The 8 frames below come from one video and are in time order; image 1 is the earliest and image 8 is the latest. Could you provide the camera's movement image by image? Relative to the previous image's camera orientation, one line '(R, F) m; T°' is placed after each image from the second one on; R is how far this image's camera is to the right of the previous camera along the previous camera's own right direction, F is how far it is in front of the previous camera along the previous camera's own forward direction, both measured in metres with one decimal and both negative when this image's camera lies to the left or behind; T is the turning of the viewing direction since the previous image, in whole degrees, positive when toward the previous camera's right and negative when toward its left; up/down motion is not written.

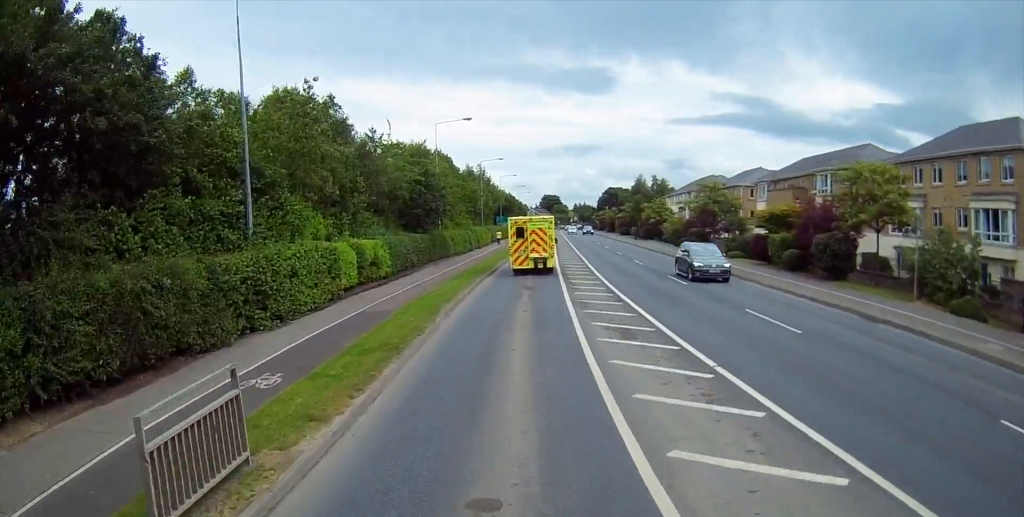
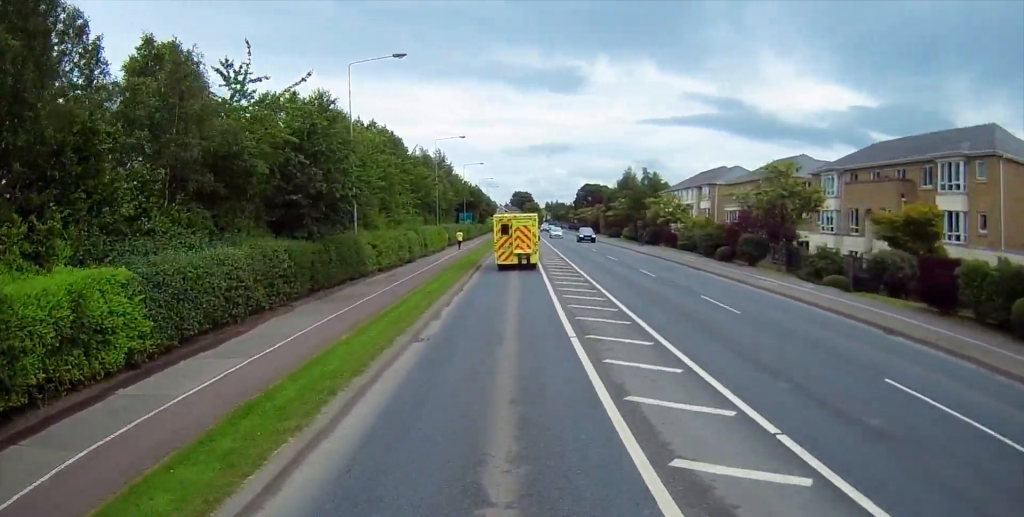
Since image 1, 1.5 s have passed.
(+1.3, +21.6) m; +7°
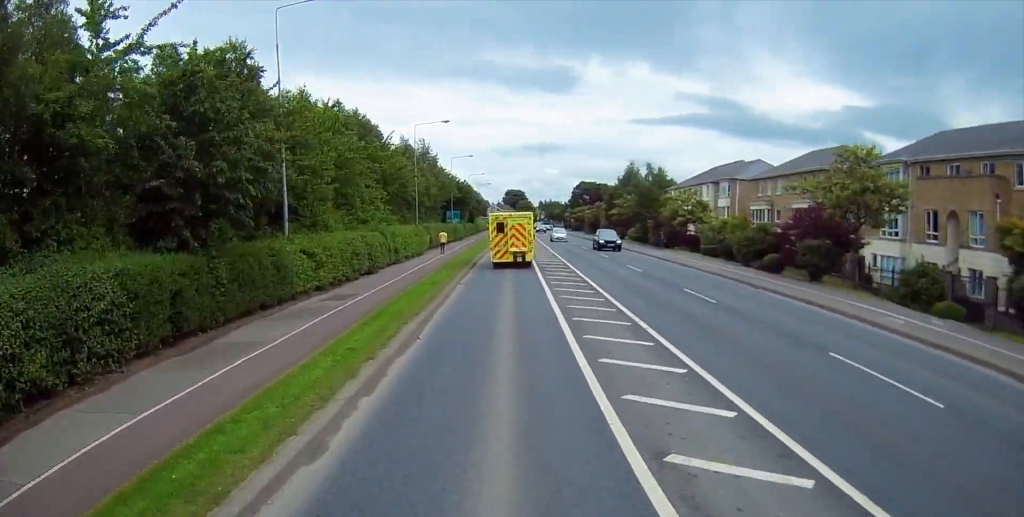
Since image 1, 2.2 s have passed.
(+0.3, +10.2) m; +2°
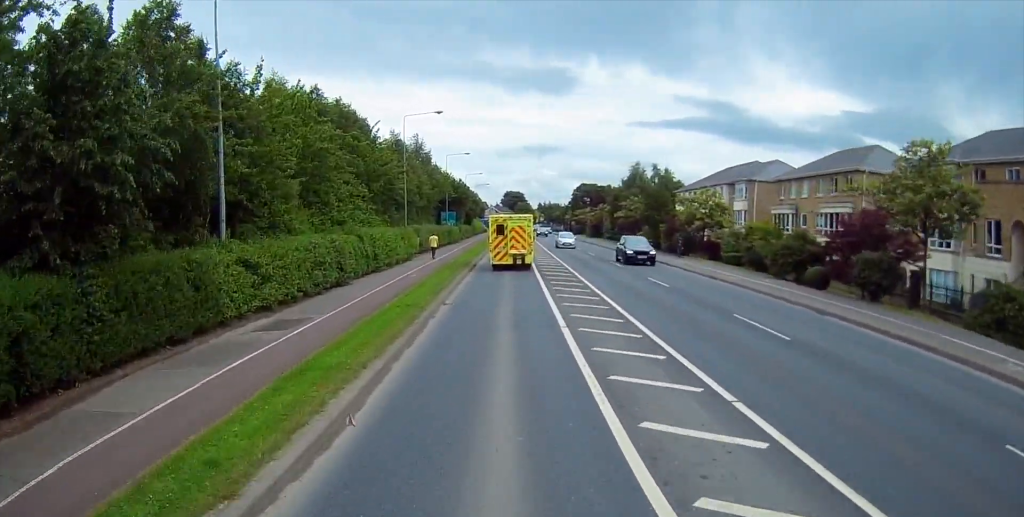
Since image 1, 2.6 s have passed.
(0.0, +5.9) m; 0°
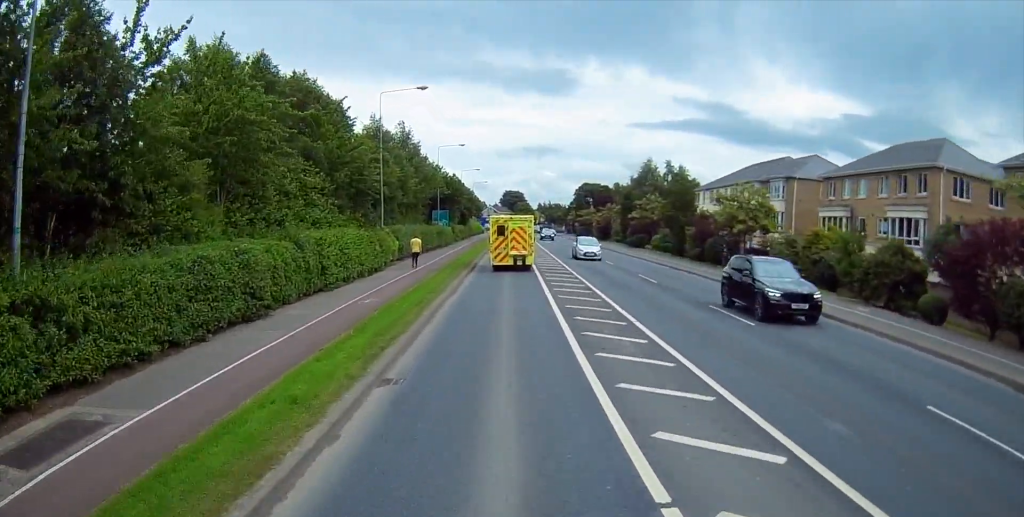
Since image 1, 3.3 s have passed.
(0.0, +9.8) m; 0°
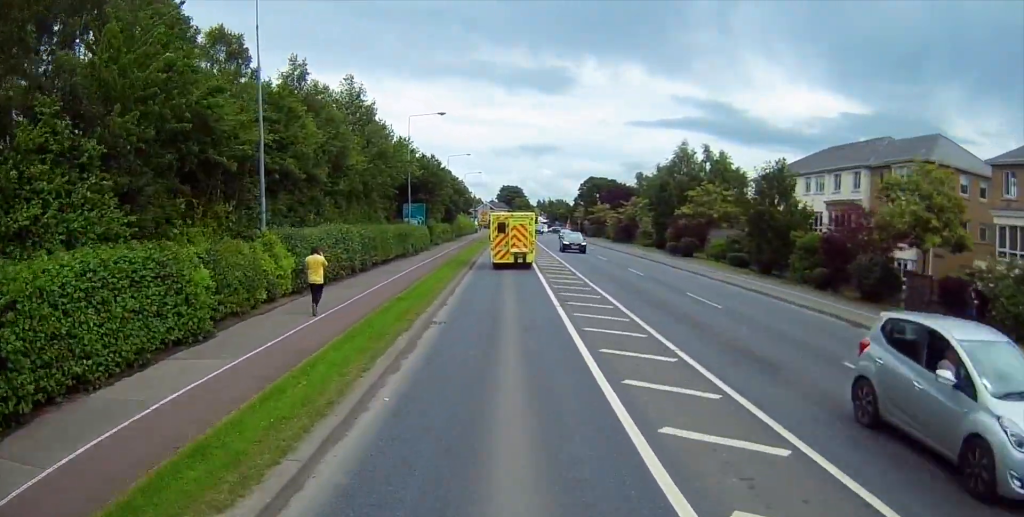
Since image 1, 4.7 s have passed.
(0.0, +21.9) m; 0°
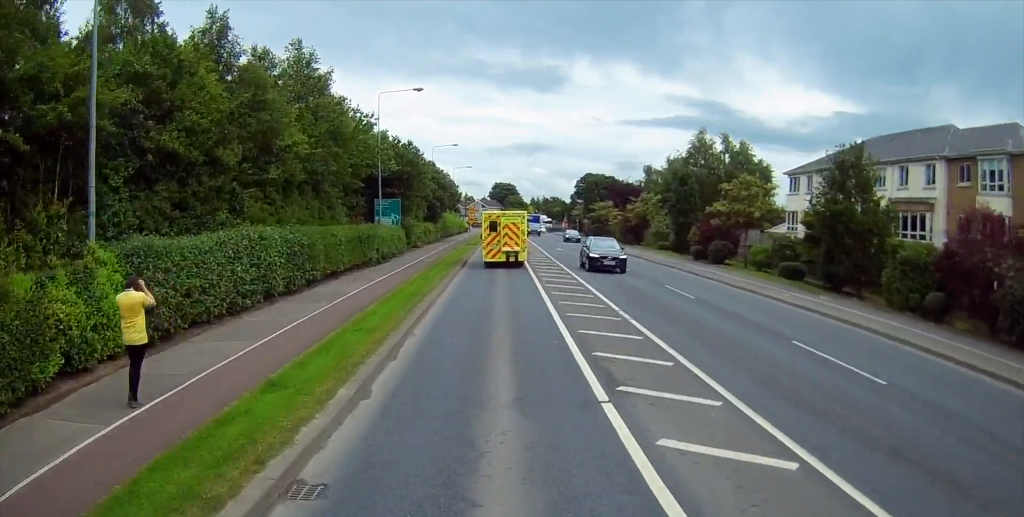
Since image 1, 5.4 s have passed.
(0.0, +10.4) m; 0°
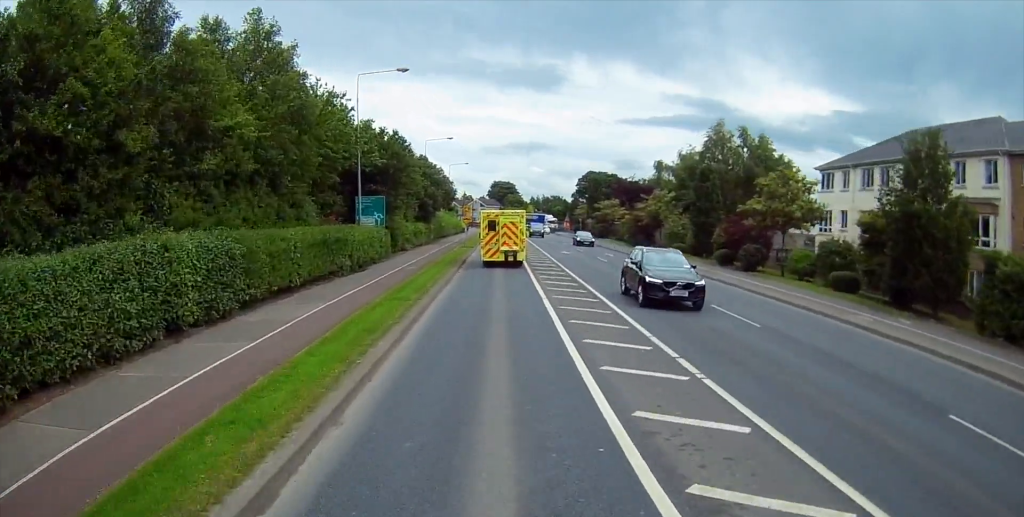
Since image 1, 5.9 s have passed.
(0.0, +6.3) m; 0°
